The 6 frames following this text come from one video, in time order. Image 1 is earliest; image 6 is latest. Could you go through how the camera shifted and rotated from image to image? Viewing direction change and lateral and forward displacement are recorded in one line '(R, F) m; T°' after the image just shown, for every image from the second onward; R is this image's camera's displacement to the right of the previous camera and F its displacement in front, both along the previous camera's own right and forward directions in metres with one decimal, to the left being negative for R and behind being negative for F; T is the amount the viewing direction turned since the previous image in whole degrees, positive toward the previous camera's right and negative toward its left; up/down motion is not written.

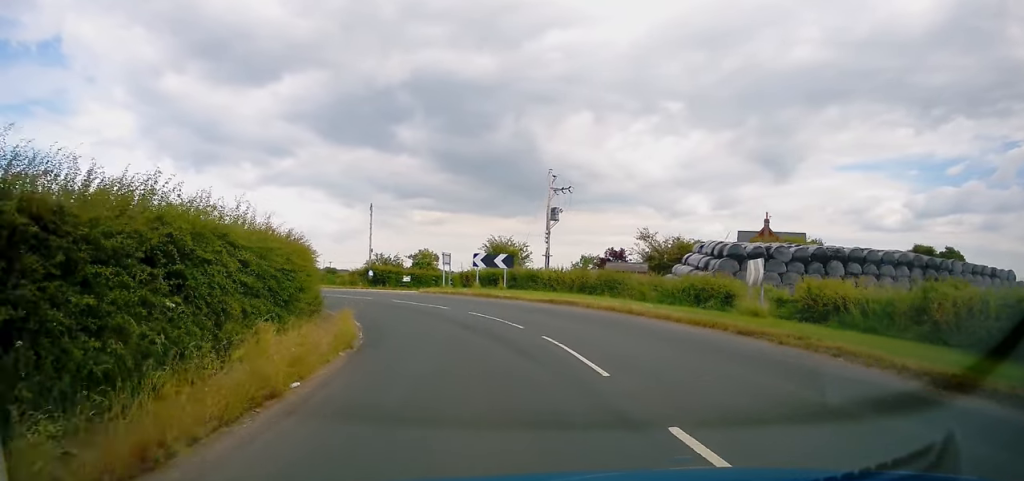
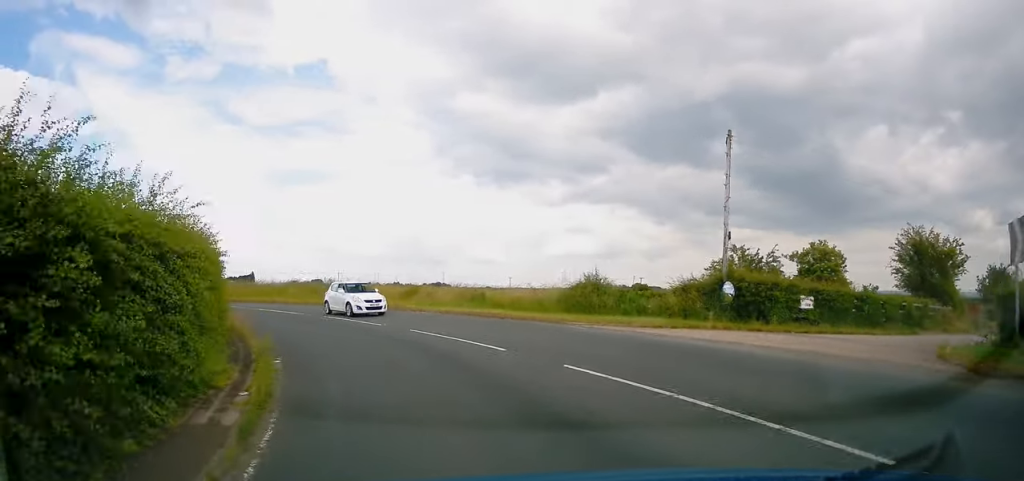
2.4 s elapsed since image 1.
(-4.8, +28.5) m; -28°
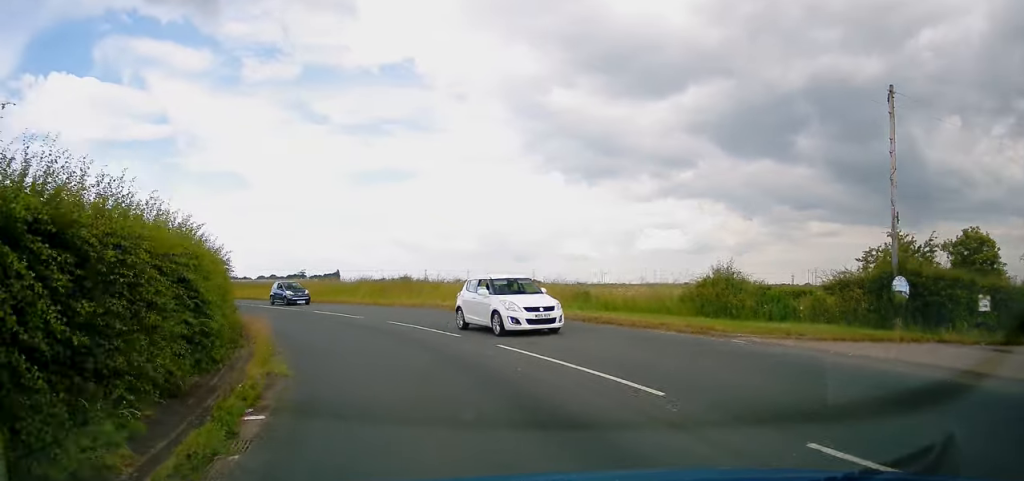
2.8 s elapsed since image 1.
(-0.6, +5.3) m; -8°
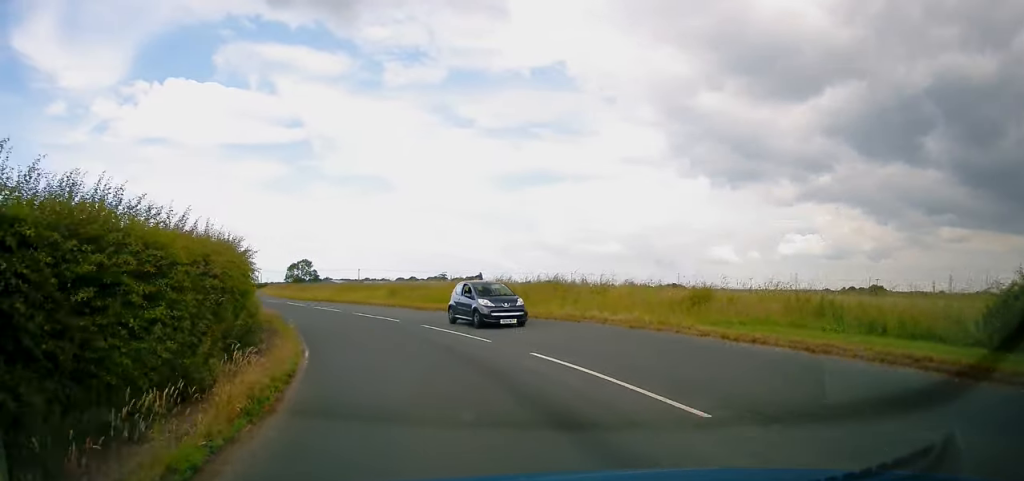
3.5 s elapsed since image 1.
(-0.7, +9.0) m; -13°
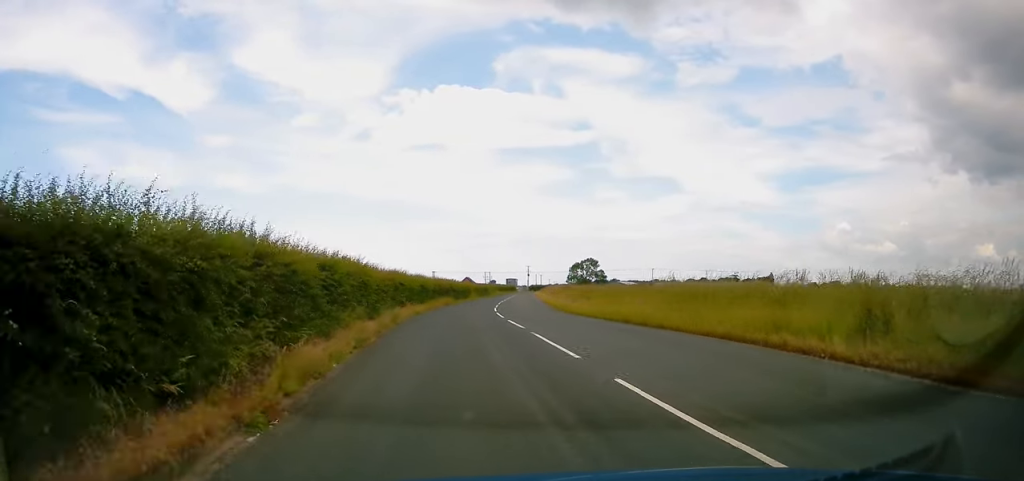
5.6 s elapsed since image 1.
(-8.1, +26.4) m; -26°
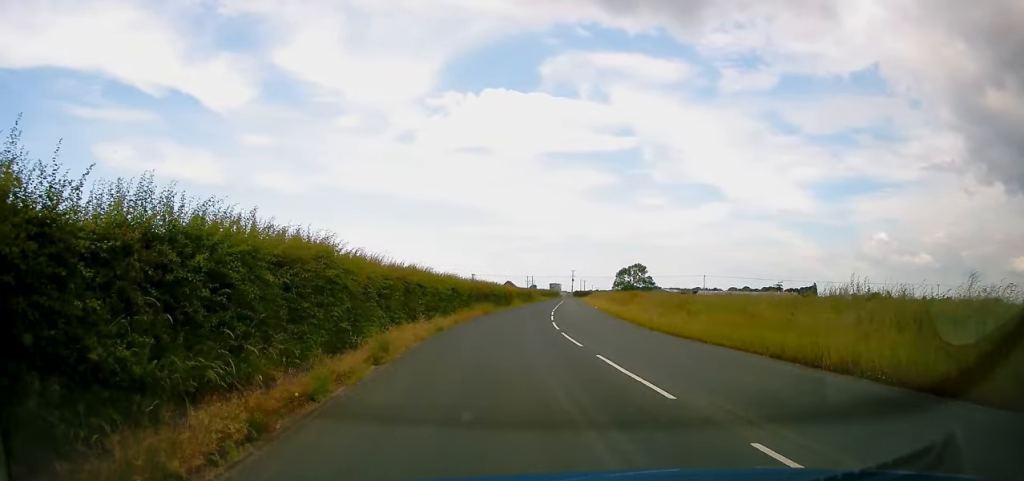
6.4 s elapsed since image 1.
(-0.5, +12.1) m; -3°
